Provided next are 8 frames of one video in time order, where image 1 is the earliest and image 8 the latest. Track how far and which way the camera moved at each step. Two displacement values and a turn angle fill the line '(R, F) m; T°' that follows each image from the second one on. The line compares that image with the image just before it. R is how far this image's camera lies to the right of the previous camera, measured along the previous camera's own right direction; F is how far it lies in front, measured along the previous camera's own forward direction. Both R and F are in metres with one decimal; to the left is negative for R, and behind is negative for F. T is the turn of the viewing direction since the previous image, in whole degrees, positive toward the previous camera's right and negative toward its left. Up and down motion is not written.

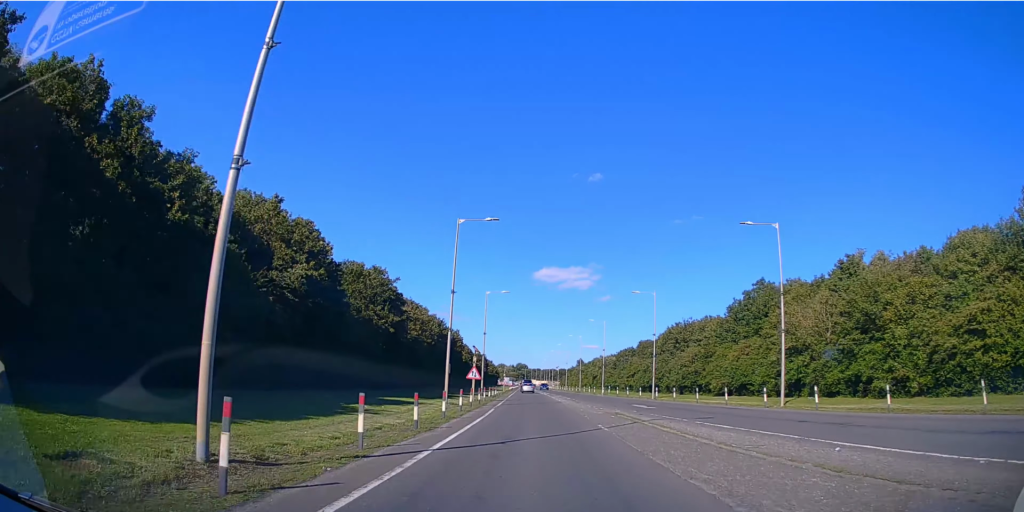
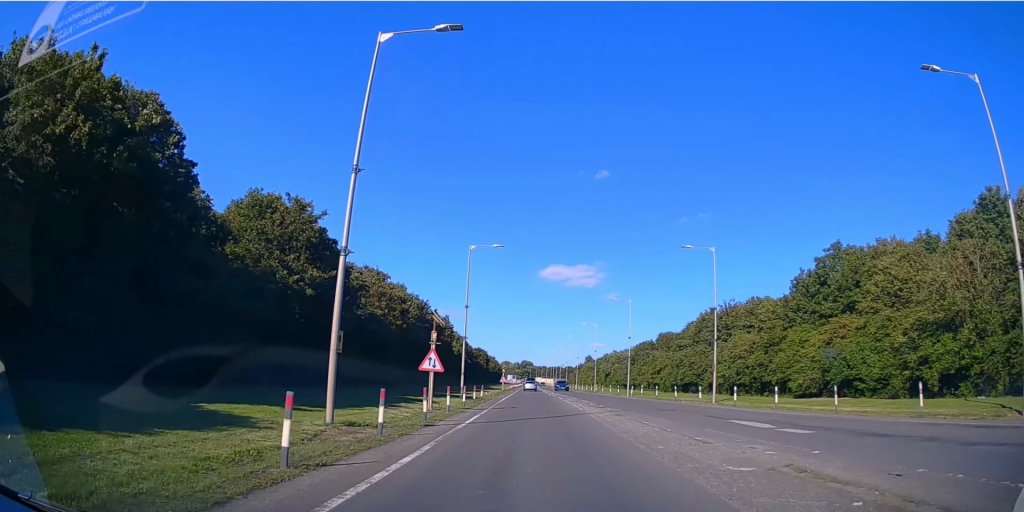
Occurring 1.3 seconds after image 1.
(-0.1, +18.5) m; 0°
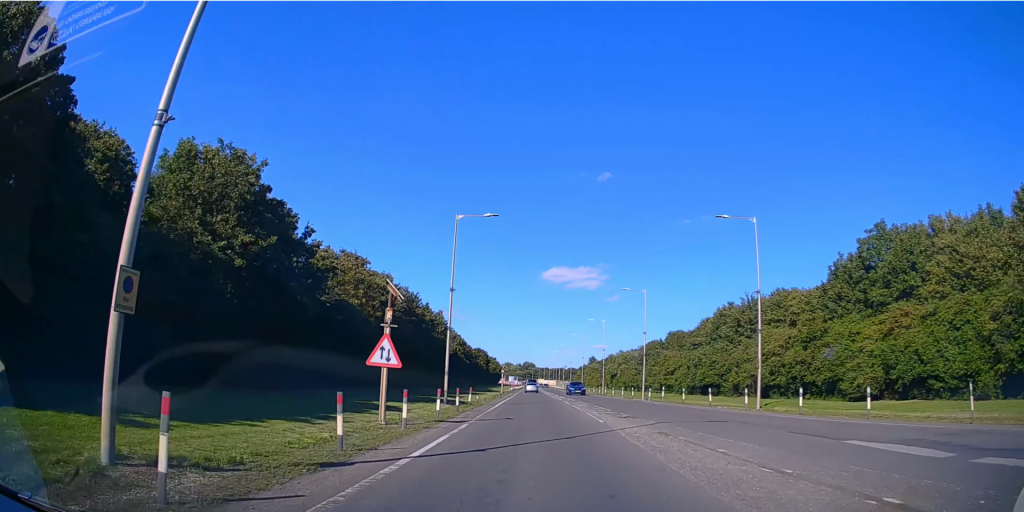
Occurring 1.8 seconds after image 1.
(0.0, +7.7) m; 0°
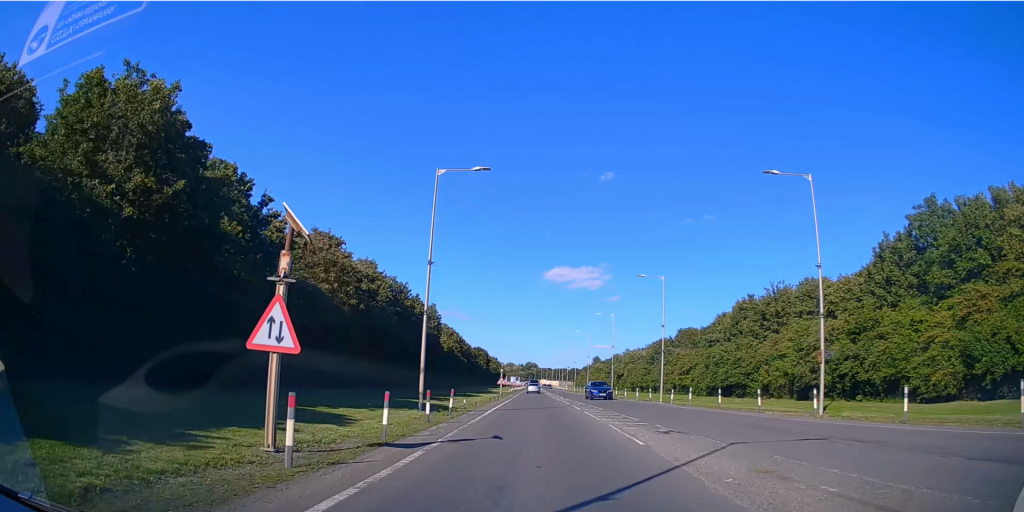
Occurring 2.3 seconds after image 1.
(+0.1, +6.7) m; -1°
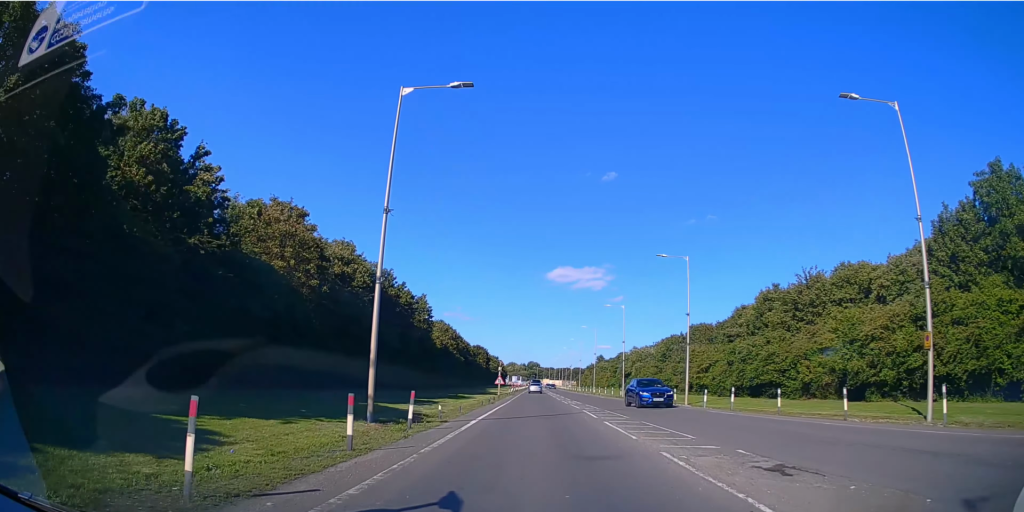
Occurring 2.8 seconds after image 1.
(-0.1, +7.5) m; -1°
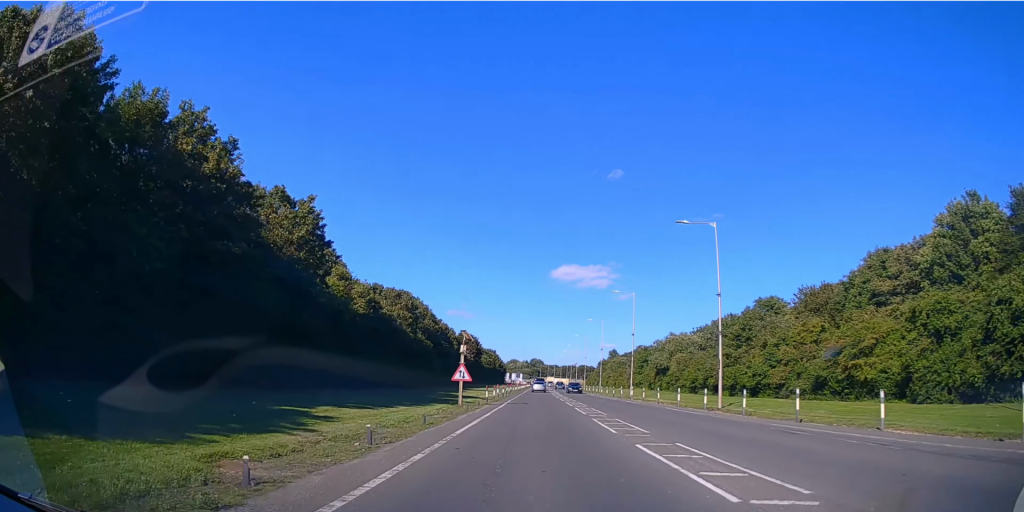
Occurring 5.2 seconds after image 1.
(0.0, +34.1) m; 0°
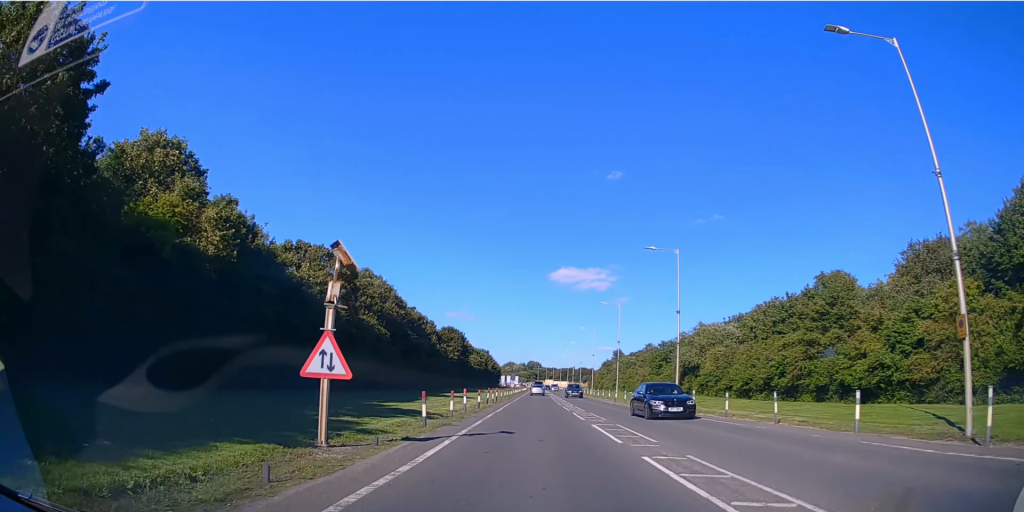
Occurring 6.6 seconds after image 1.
(0.0, +19.3) m; 0°
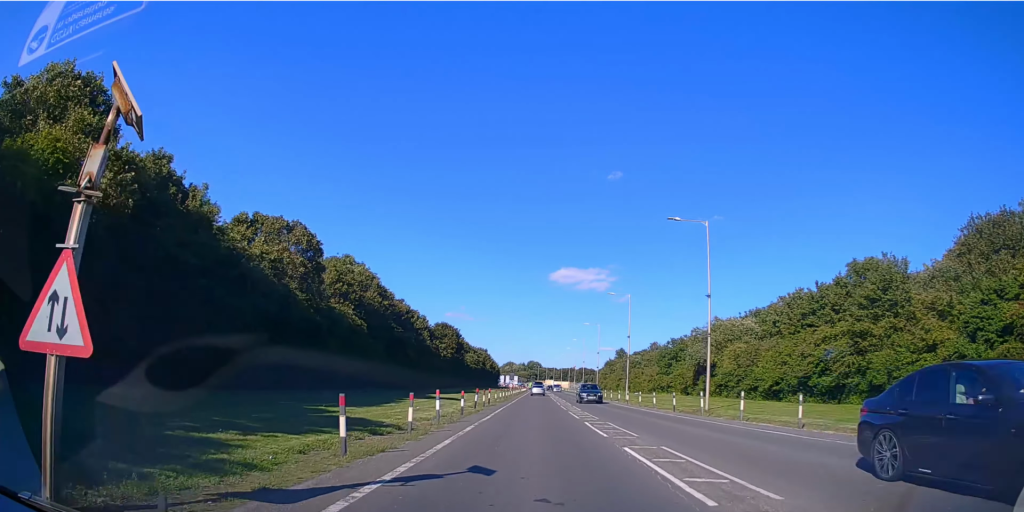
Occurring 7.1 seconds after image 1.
(0.0, +7.1) m; 0°
